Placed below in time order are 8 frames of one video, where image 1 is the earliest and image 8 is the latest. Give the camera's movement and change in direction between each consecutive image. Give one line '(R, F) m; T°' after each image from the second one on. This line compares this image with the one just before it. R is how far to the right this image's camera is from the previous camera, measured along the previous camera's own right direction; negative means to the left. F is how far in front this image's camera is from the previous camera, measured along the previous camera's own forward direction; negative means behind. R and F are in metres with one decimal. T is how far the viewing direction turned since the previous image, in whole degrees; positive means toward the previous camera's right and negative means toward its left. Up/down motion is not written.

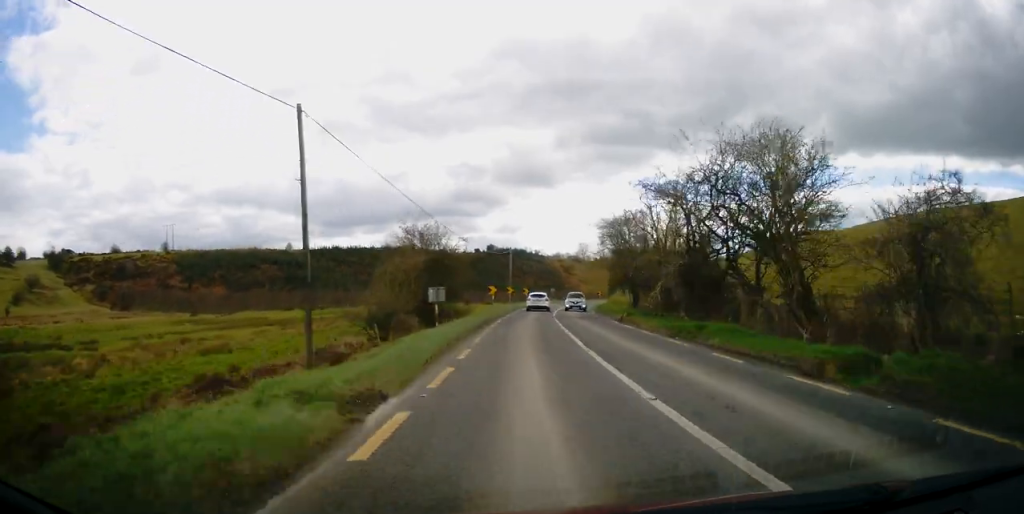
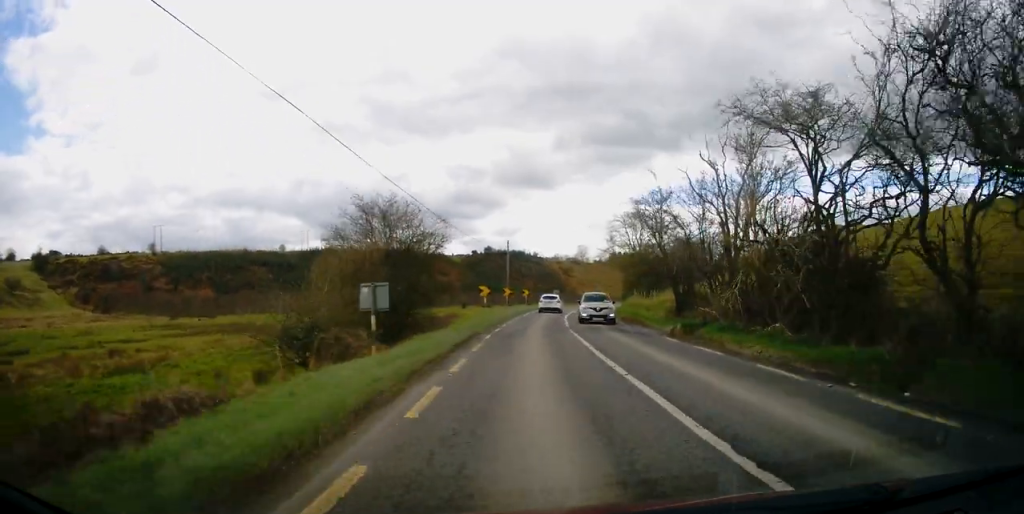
(-0.1, +10.4) m; +1°
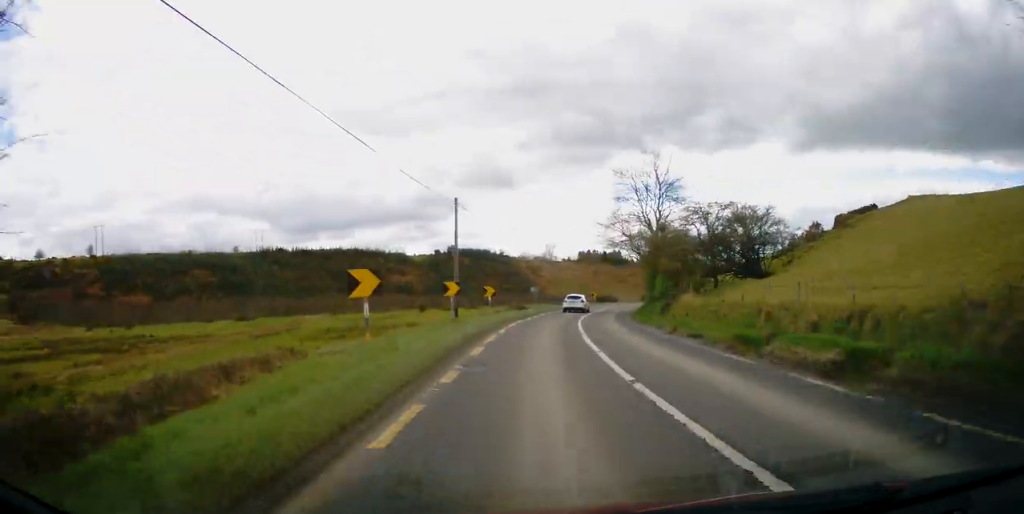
(+0.5, +25.9) m; +3°
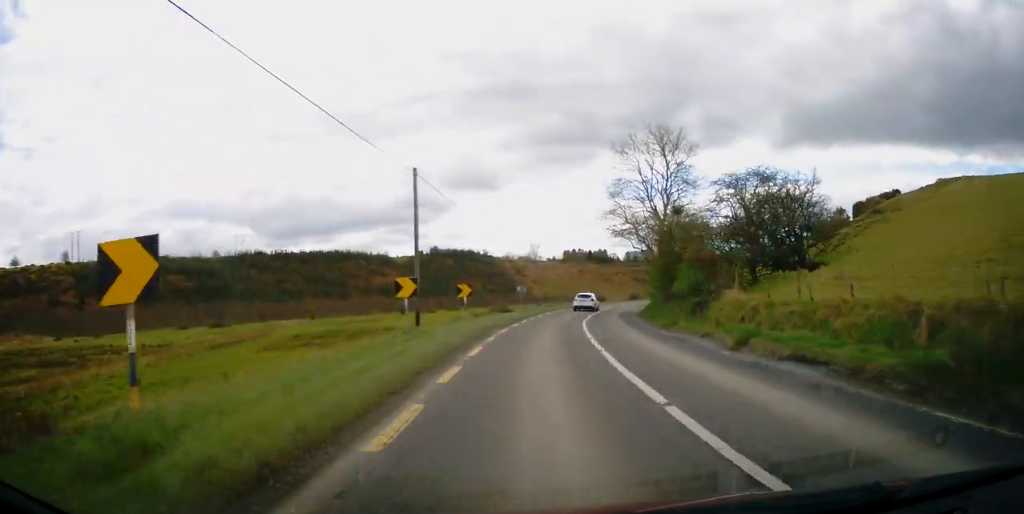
(+0.1, +8.3) m; +1°
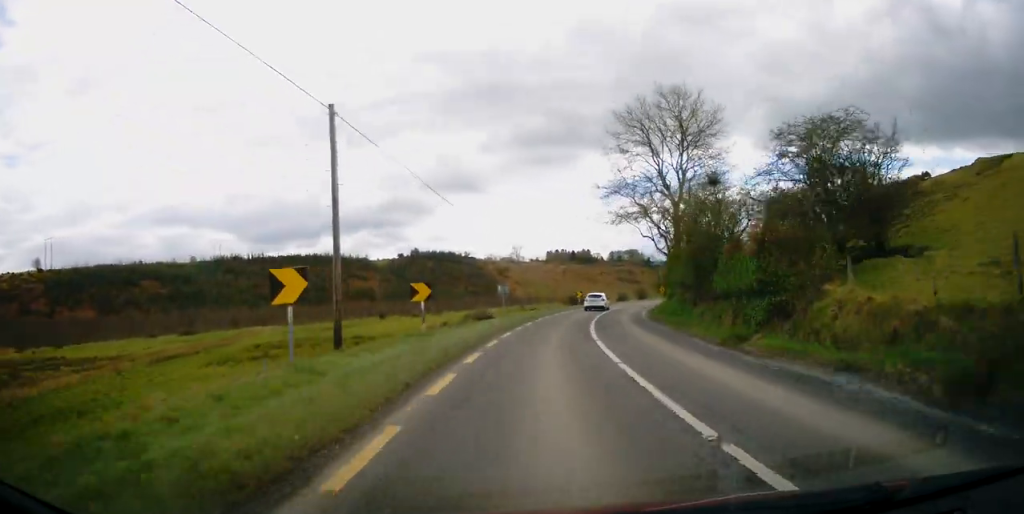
(0.0, +8.8) m; +1°
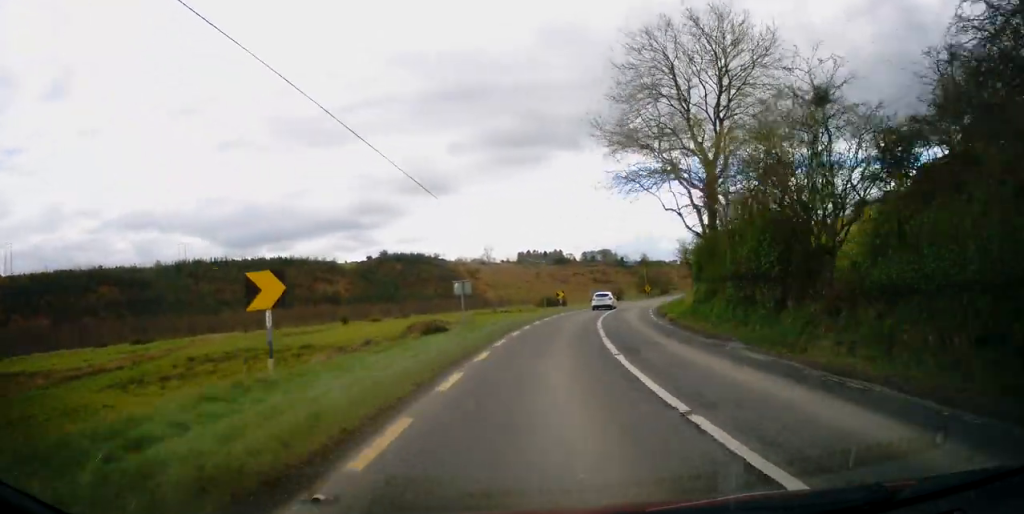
(+0.1, +11.3) m; +2°
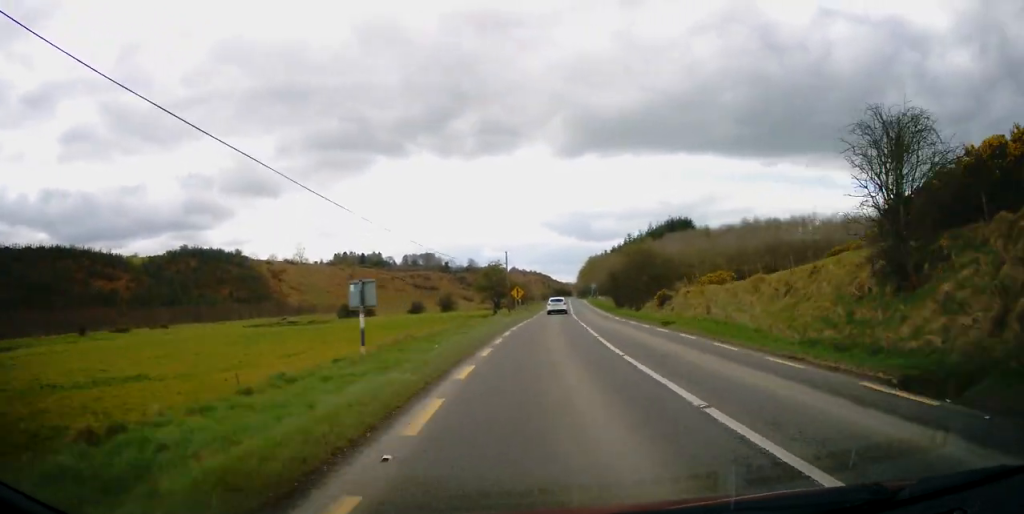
(+8.5, +57.8) m; +16°
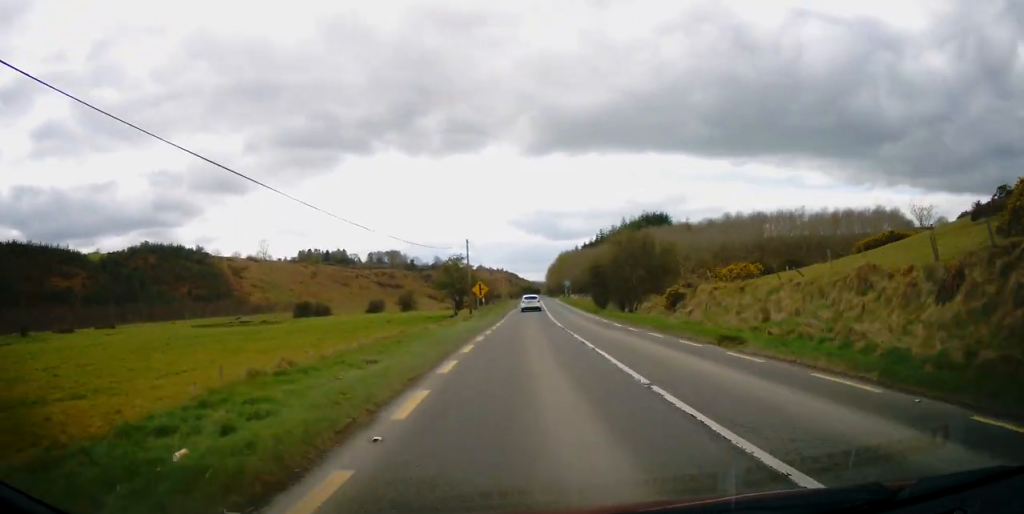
(+0.1, +11.1) m; +3°
